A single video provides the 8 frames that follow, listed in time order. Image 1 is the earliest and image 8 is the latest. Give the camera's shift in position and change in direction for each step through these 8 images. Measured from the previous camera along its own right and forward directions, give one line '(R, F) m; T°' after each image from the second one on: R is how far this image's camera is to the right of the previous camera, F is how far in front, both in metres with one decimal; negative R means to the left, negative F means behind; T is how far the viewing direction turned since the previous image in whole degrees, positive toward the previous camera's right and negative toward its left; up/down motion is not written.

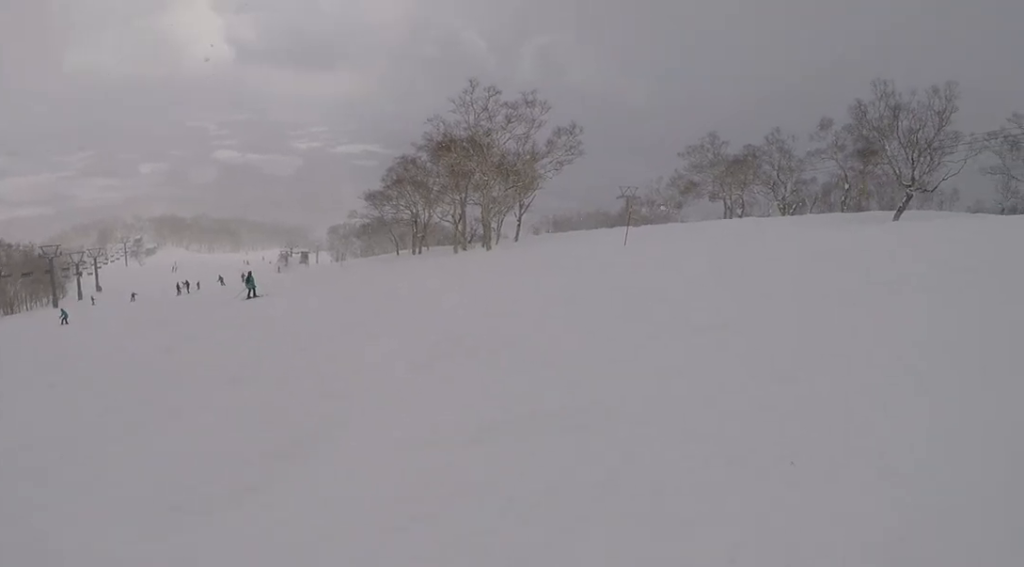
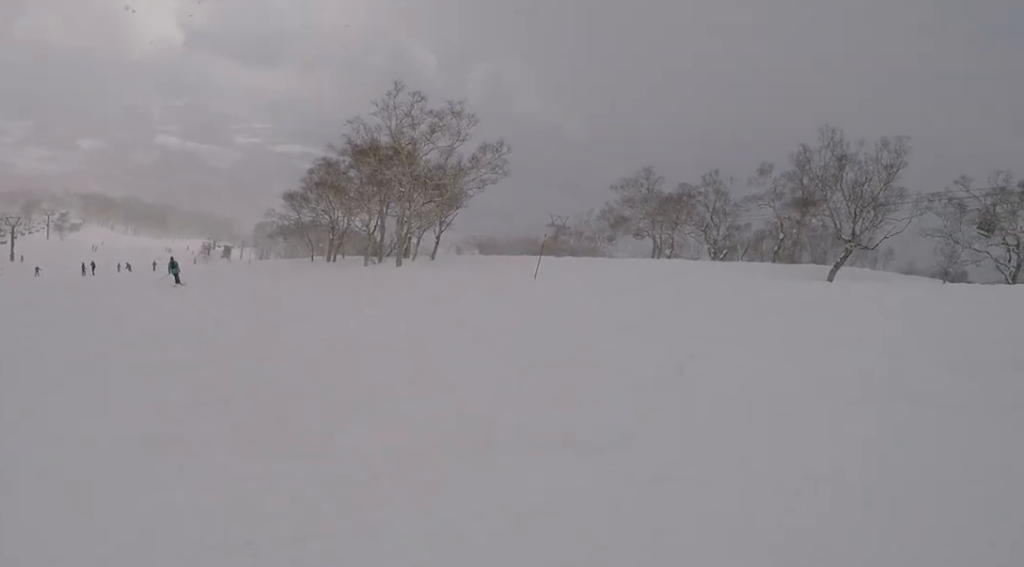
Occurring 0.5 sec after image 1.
(-0.1, +3.2) m; -6°
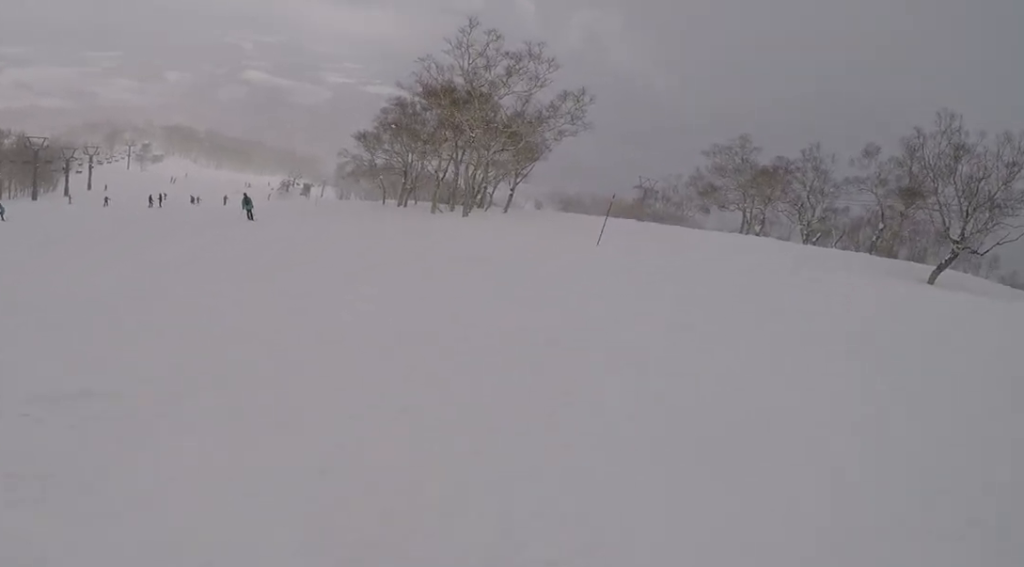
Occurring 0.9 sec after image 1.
(+0.2, +2.7) m; -6°
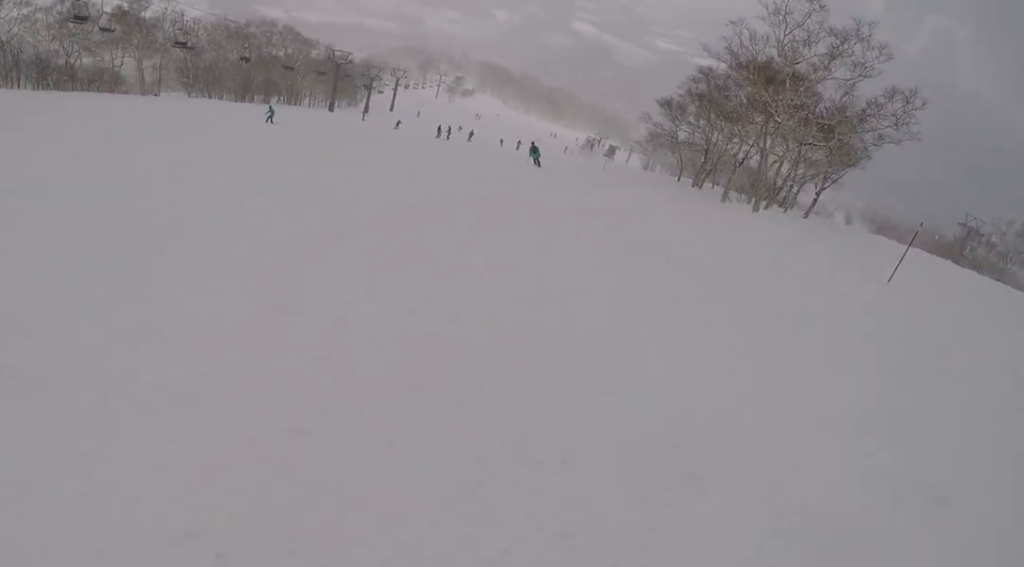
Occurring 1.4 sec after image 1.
(-0.6, +3.9) m; -21°
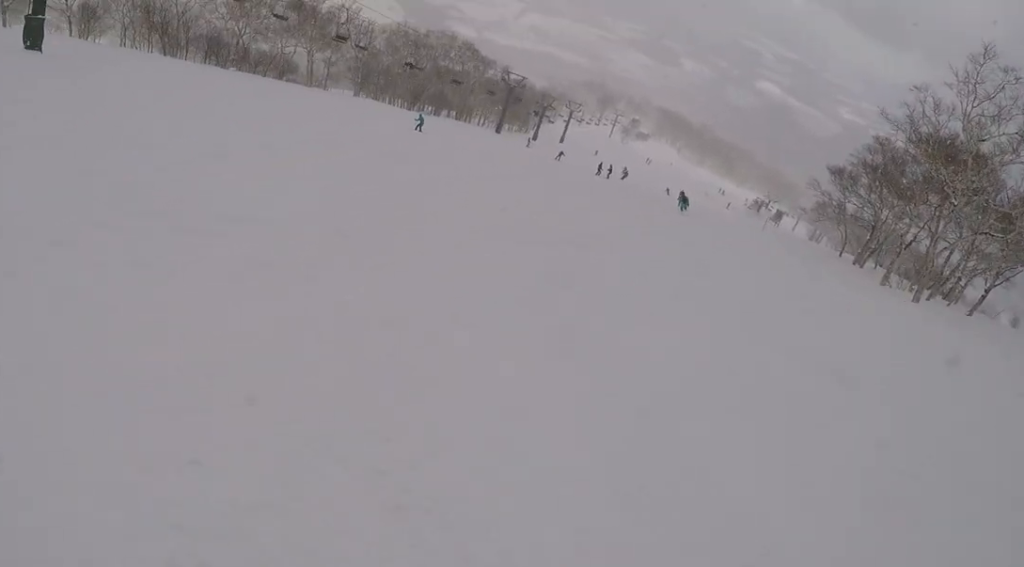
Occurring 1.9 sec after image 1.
(+0.6, +2.9) m; -16°
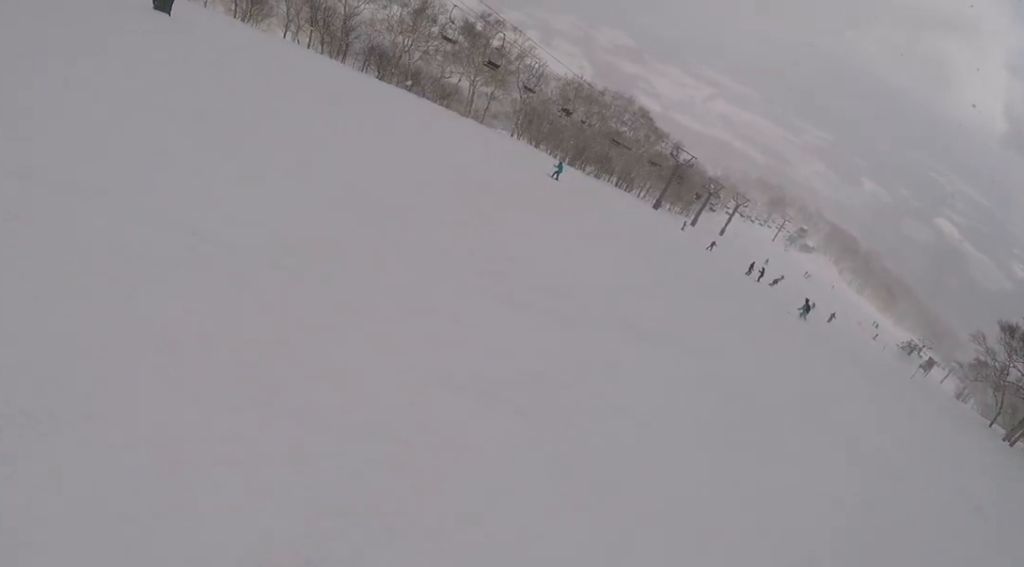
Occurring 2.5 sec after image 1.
(-2.0, +3.9) m; -23°
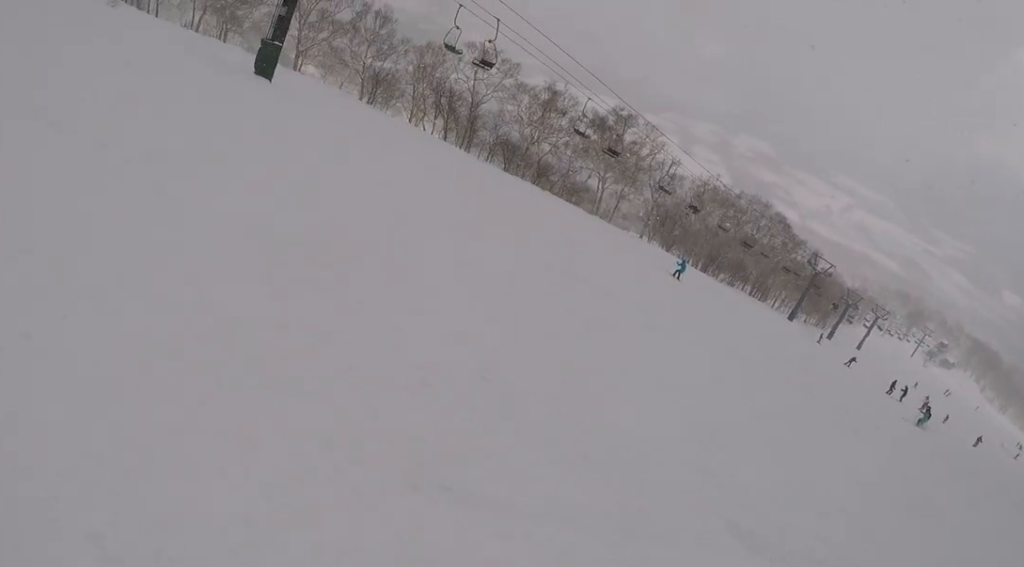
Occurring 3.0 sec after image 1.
(-0.7, +3.7) m; -14°
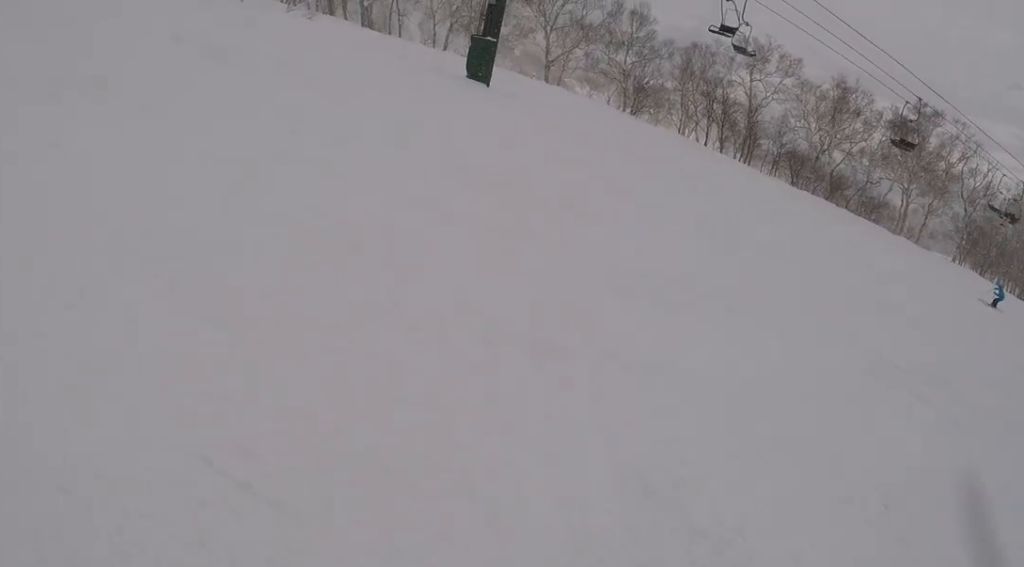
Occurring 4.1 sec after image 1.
(-0.7, +7.4) m; +4°
